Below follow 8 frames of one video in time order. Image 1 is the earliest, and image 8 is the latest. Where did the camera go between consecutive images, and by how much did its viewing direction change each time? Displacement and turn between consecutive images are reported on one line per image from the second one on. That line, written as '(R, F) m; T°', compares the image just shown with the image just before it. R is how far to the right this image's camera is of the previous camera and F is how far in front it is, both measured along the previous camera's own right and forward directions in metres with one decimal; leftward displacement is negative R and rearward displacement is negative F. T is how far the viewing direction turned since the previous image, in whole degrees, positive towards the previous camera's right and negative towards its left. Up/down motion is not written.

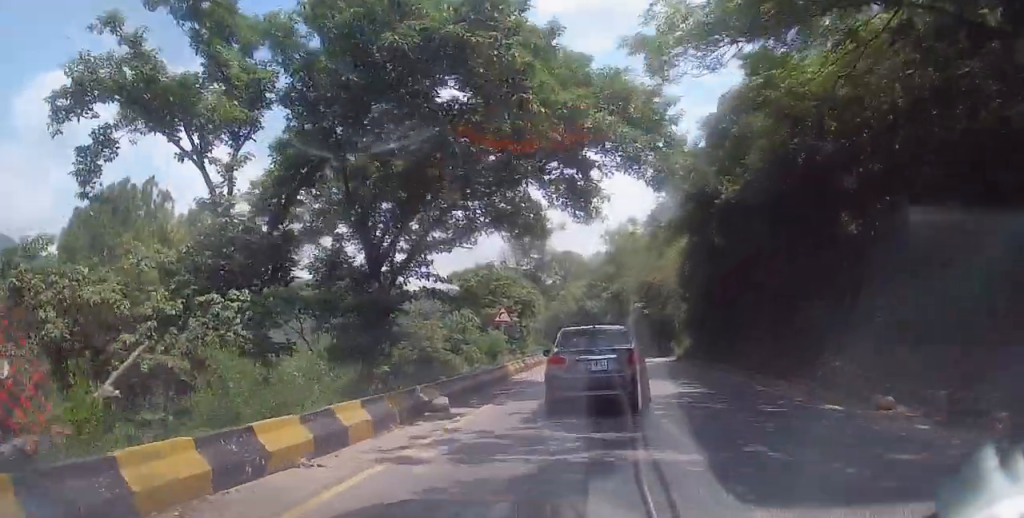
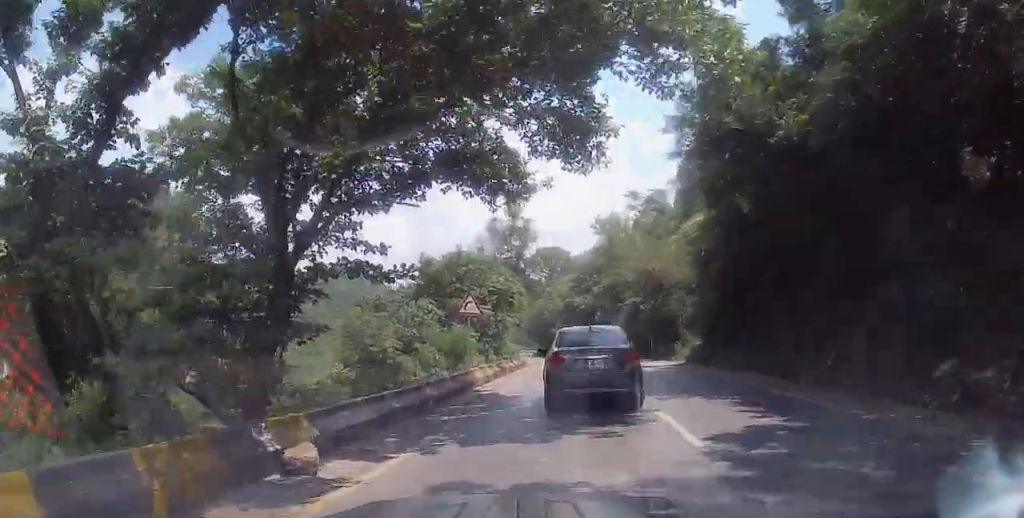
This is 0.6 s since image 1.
(+0.1, +4.7) m; +13°
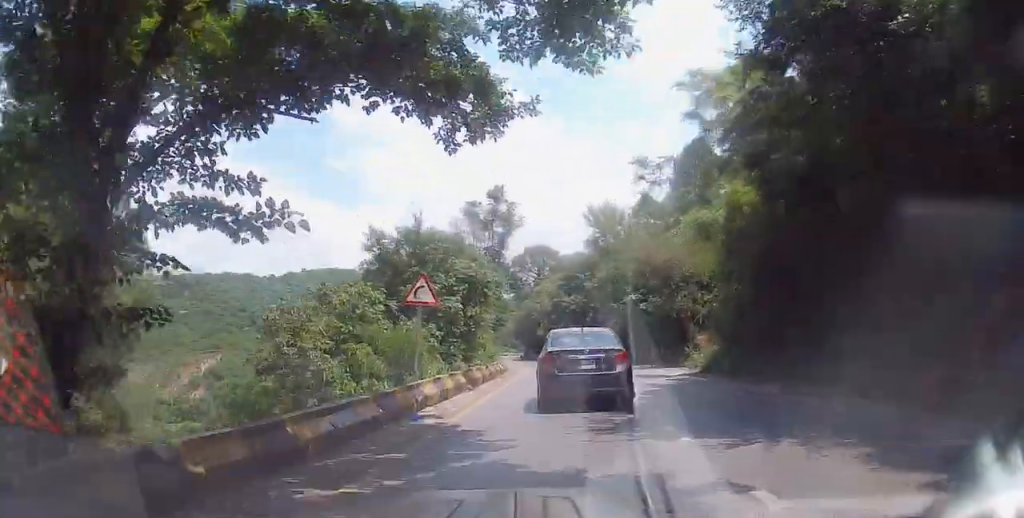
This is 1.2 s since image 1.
(-0.2, +3.5) m; +21°
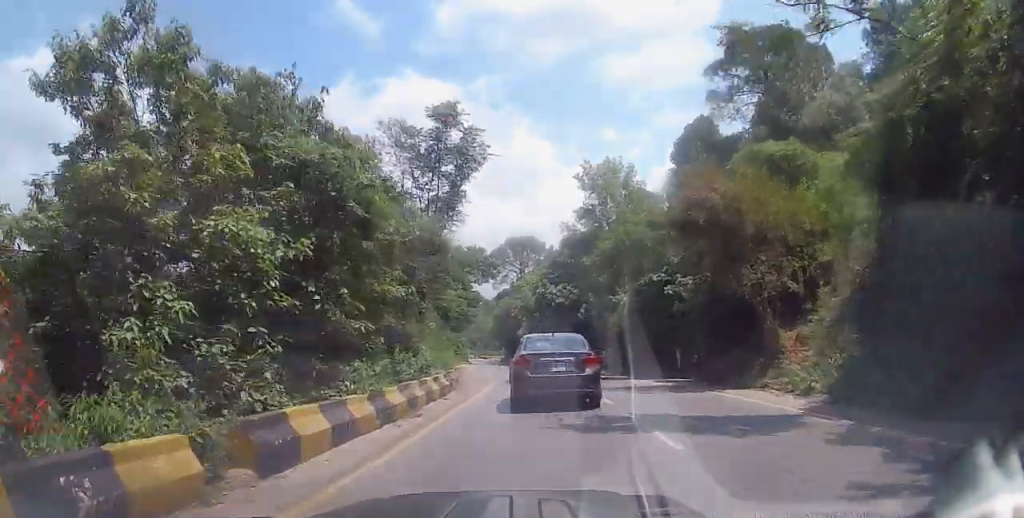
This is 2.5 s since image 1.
(+1.5, +12.5) m; -27°
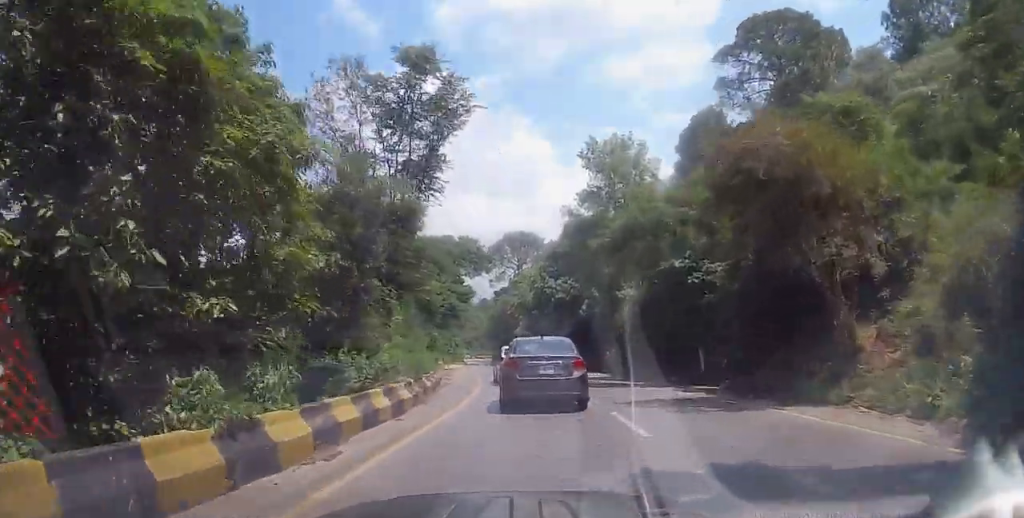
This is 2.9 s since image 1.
(-3.0, +5.1) m; -13°
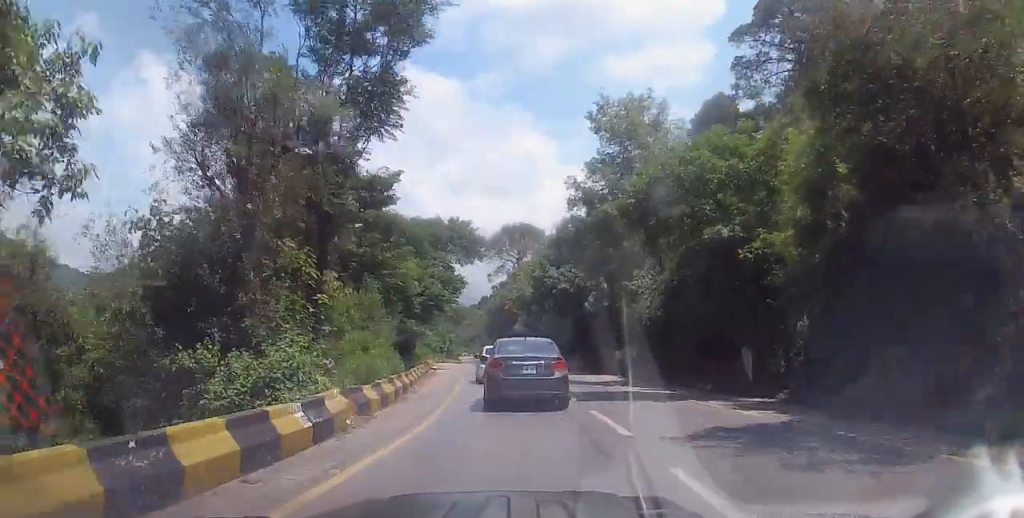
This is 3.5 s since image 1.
(-1.3, +6.6) m; -7°
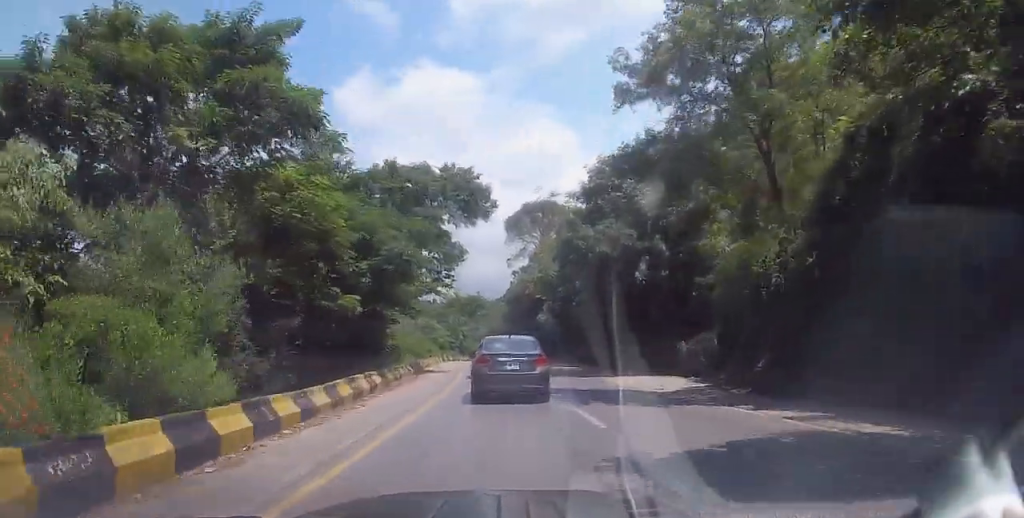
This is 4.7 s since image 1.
(+2.0, +13.2) m; +12°
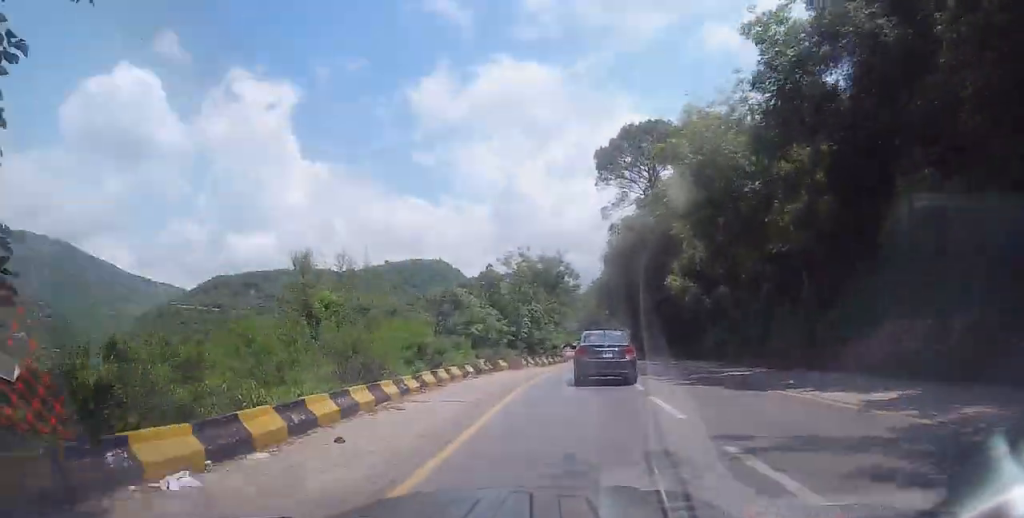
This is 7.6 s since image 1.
(-0.4, +32.4) m; -2°
